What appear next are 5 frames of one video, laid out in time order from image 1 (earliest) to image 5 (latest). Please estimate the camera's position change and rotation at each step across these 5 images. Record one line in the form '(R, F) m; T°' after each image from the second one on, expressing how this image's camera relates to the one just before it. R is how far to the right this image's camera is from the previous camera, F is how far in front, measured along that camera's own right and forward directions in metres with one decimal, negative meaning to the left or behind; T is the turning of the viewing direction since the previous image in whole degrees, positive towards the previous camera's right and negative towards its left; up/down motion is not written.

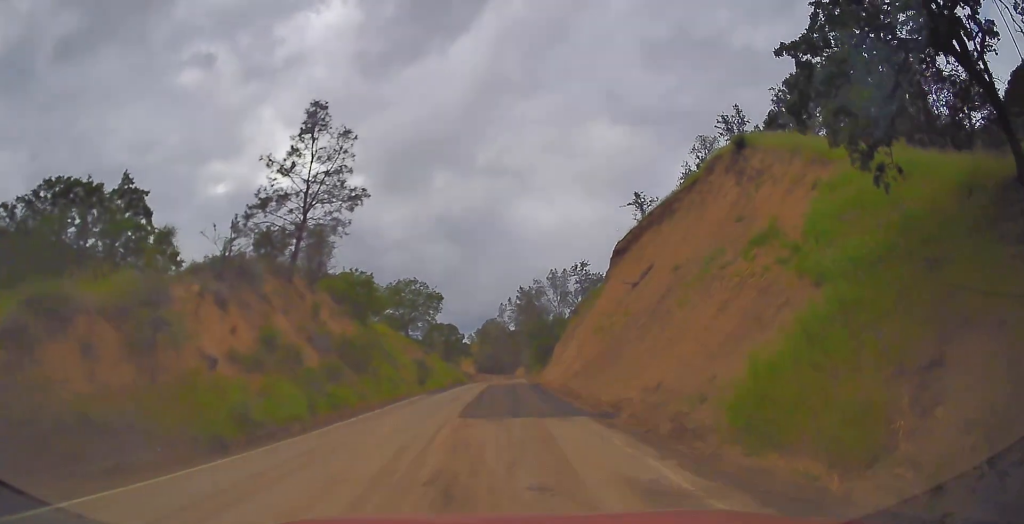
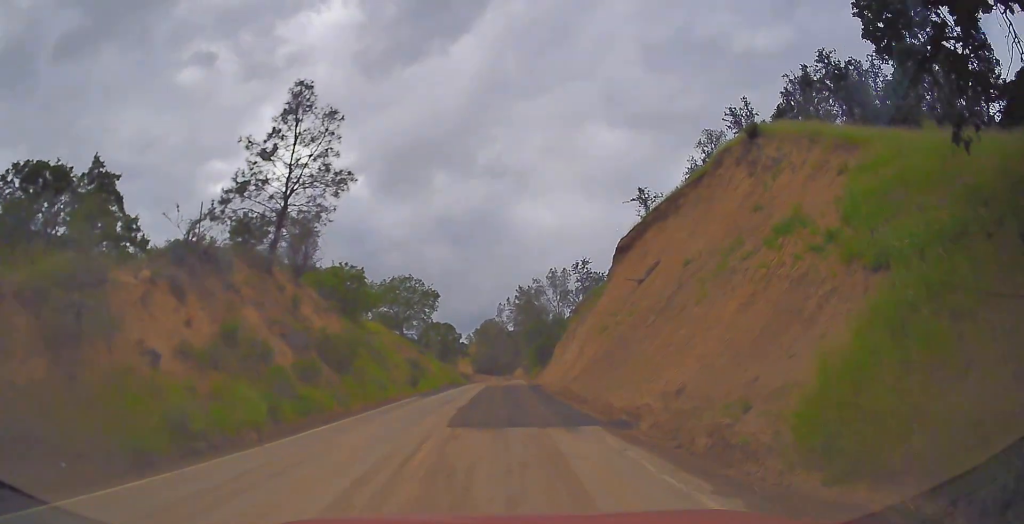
(+0.1, +1.7) m; 0°
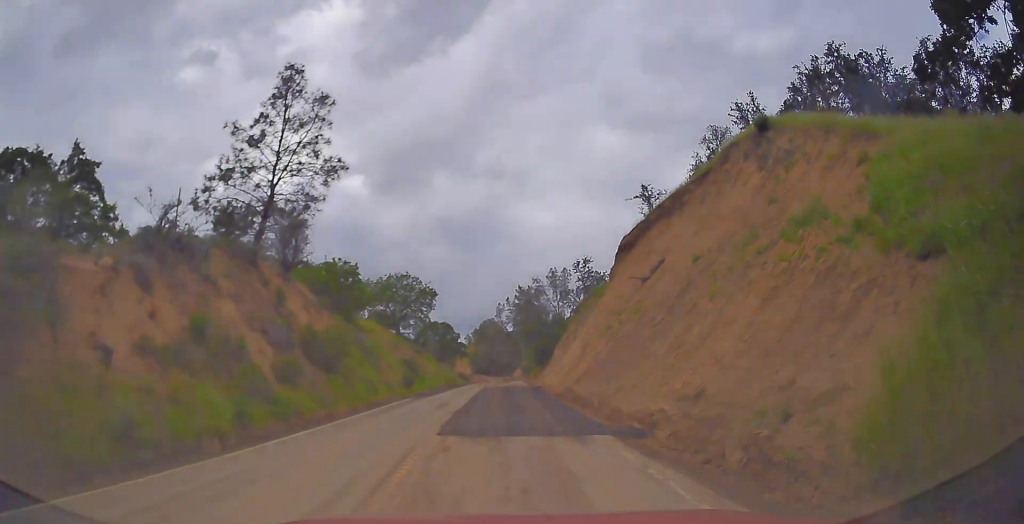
(0.0, +1.4) m; -2°
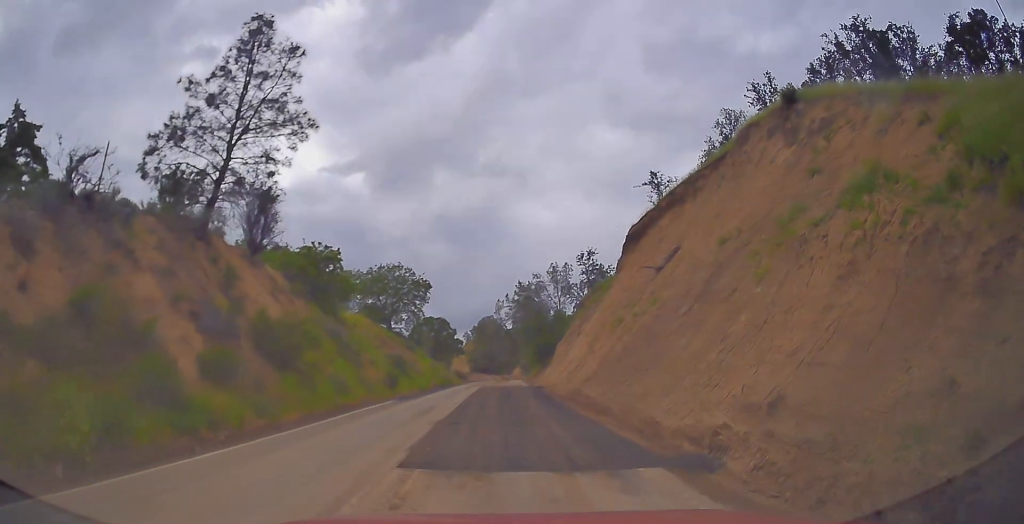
(-0.1, +3.6) m; -3°
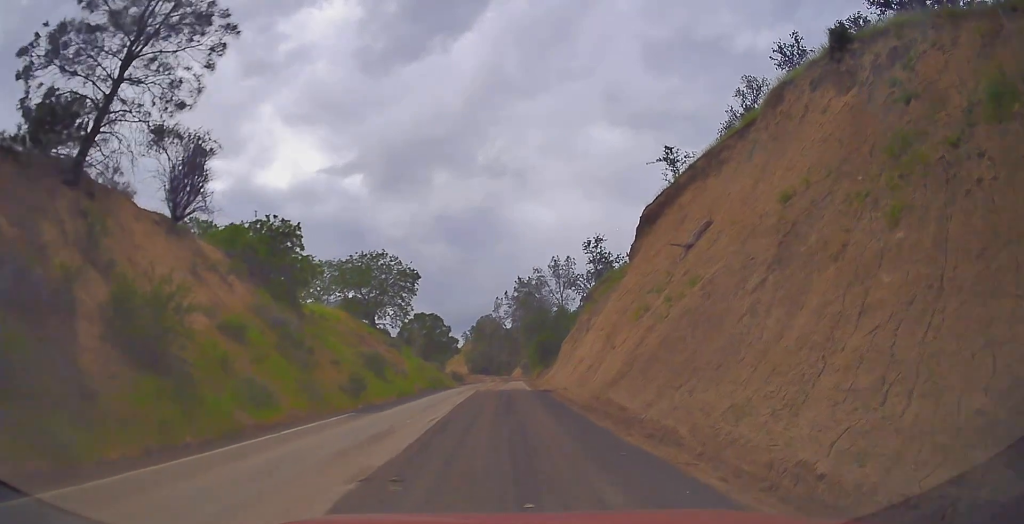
(-0.1, +7.0) m; +2°
